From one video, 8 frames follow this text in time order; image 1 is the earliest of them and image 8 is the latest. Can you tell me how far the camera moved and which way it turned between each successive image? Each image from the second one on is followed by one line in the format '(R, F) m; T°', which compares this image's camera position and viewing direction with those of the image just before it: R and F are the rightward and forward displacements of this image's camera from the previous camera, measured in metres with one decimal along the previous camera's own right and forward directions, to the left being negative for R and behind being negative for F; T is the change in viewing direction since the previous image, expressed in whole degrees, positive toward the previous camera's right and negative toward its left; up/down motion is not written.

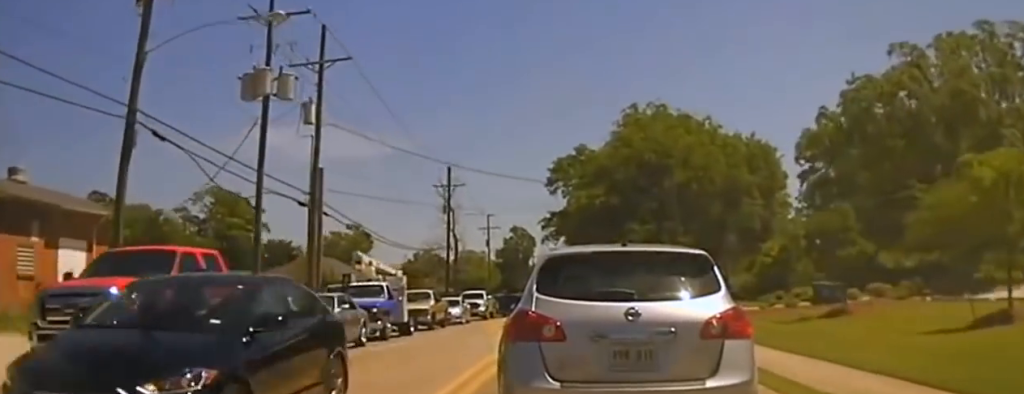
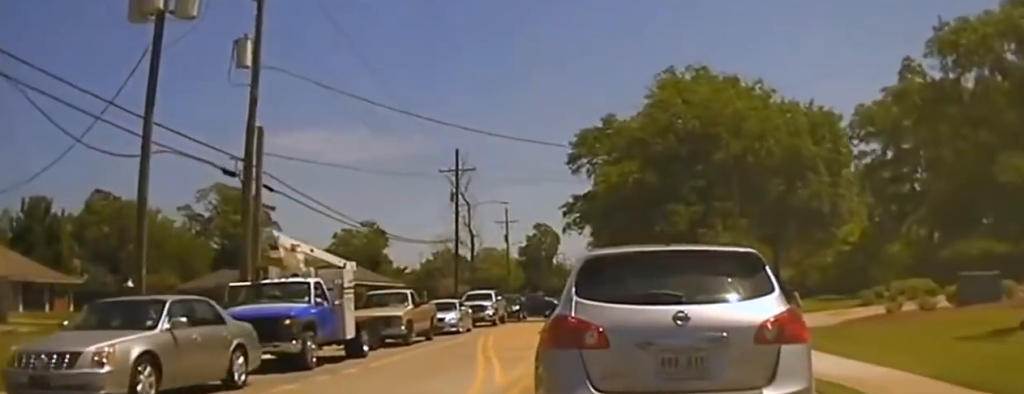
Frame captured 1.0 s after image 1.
(+0.1, +10.3) m; -1°
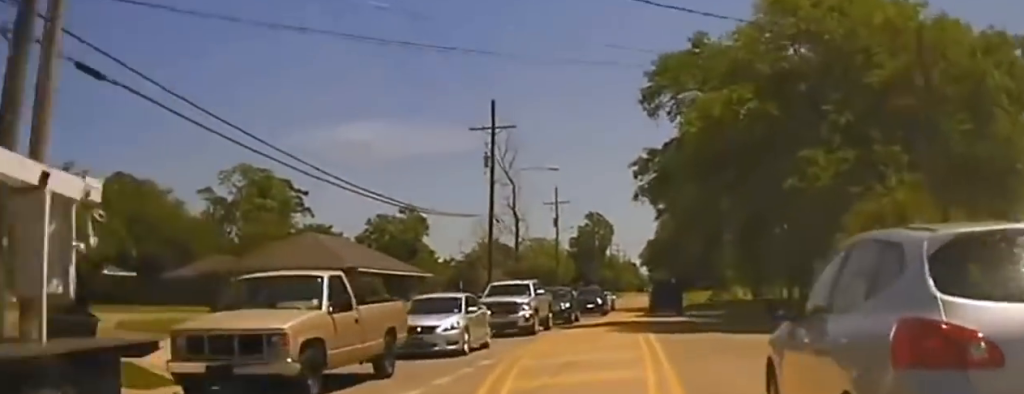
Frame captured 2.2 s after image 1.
(-0.2, +17.1) m; 0°
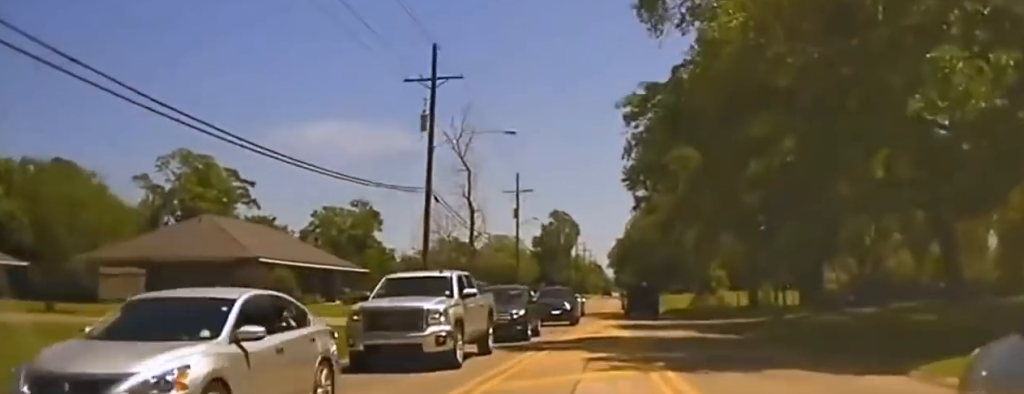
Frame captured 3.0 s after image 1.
(+0.1, +15.2) m; +2°
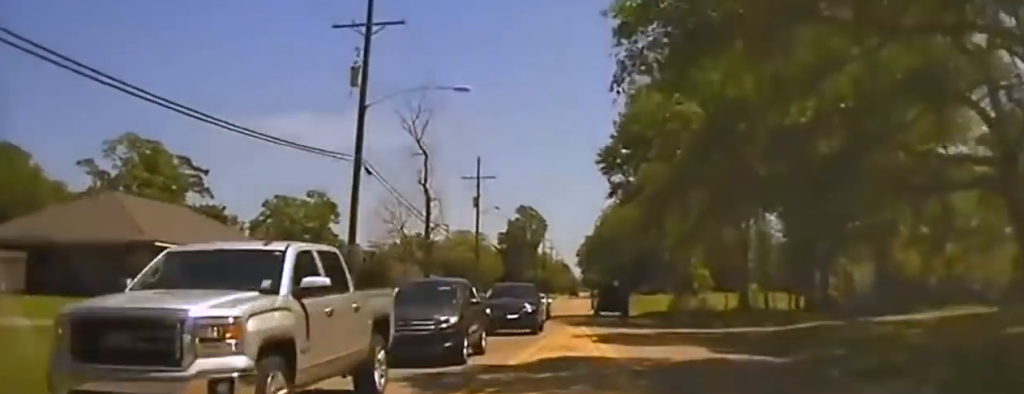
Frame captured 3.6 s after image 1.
(+0.2, +12.5) m; +1°
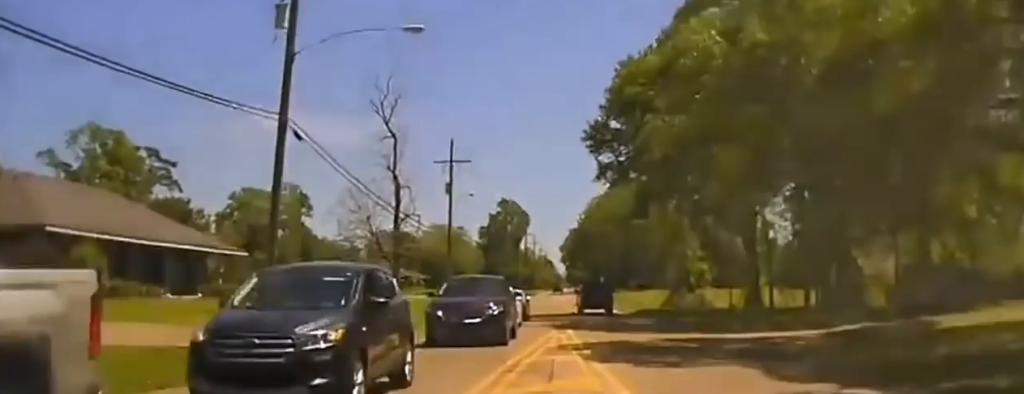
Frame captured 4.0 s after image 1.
(+0.1, +9.4) m; 0°
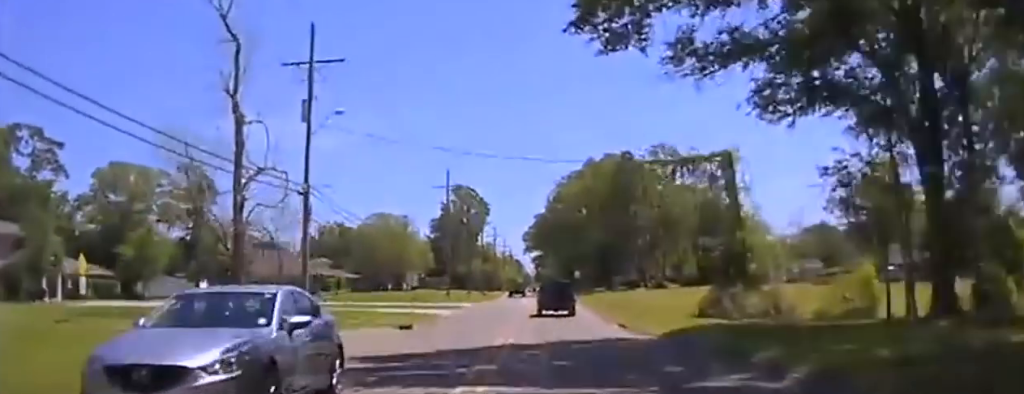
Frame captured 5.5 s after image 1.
(+0.1, +33.6) m; 0°
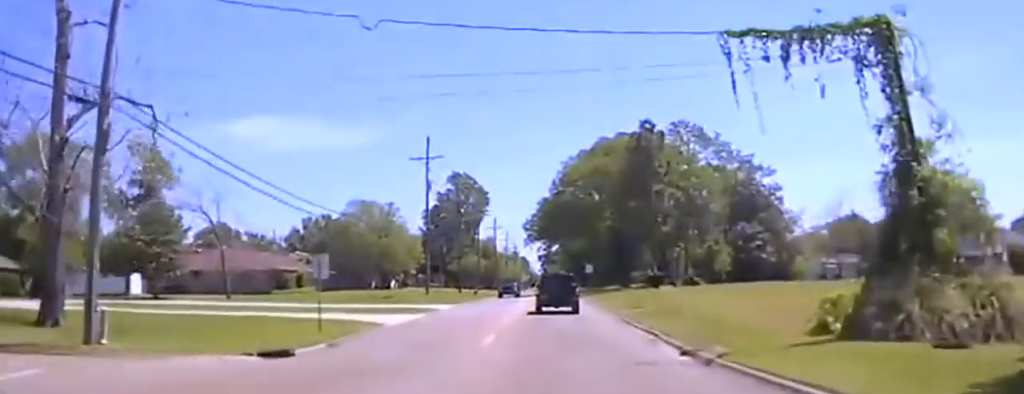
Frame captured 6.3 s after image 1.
(0.0, +15.6) m; 0°
